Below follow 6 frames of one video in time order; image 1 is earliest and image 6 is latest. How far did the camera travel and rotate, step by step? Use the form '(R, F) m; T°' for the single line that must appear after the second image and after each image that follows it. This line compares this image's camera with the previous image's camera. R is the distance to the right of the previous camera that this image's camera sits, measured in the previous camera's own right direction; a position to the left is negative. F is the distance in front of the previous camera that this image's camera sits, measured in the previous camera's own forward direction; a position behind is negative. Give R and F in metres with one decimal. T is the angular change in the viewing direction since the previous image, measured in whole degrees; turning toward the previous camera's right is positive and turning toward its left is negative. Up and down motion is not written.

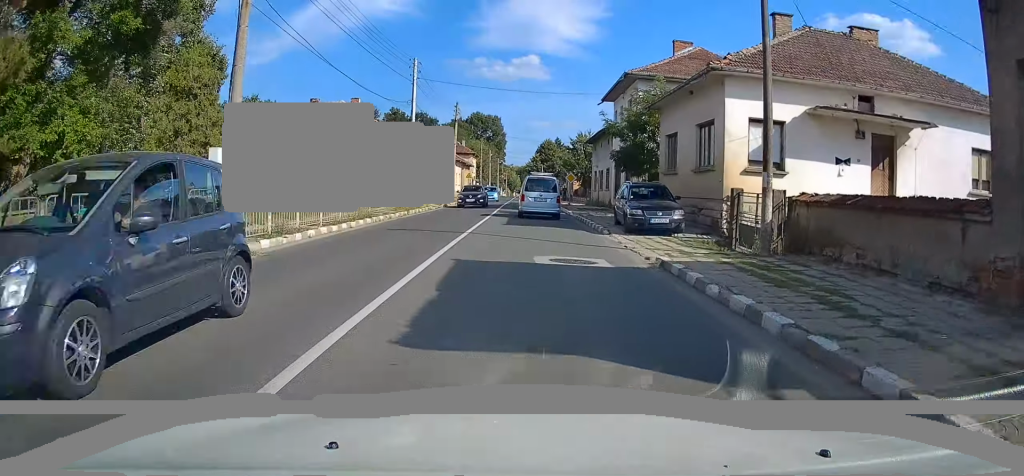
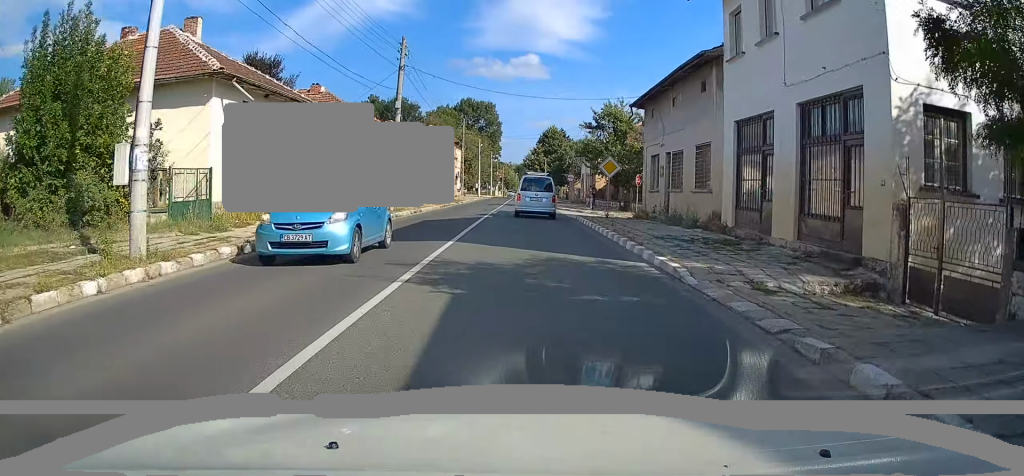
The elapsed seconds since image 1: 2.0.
(+0.3, +24.3) m; +1°
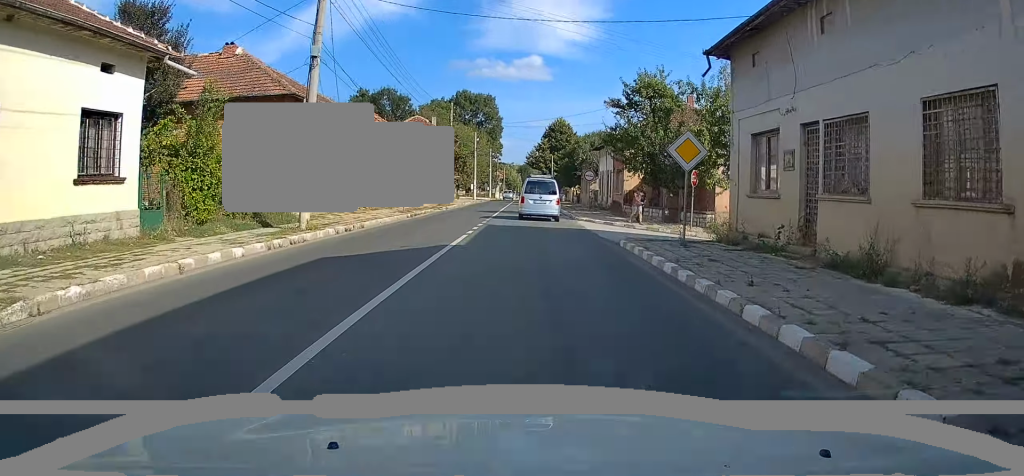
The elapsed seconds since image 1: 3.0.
(0.0, +13.0) m; 0°
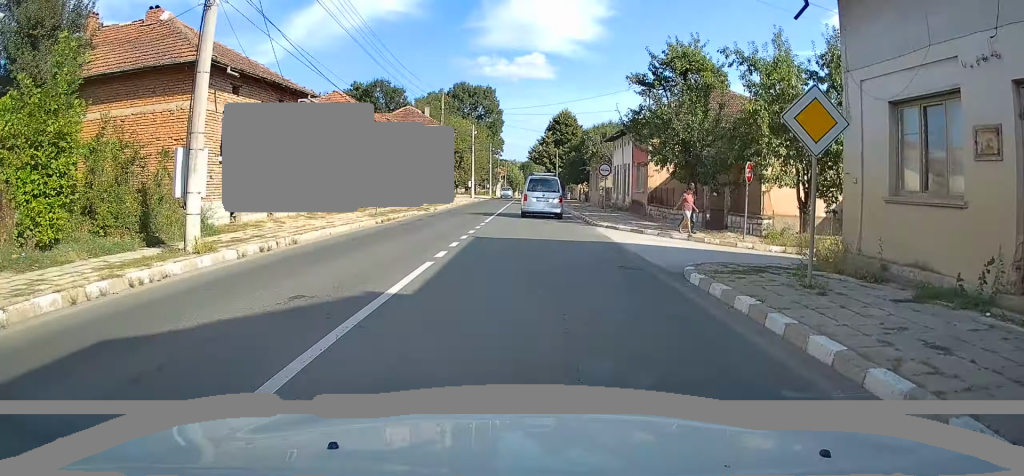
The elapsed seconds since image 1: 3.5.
(0.0, +6.7) m; 0°
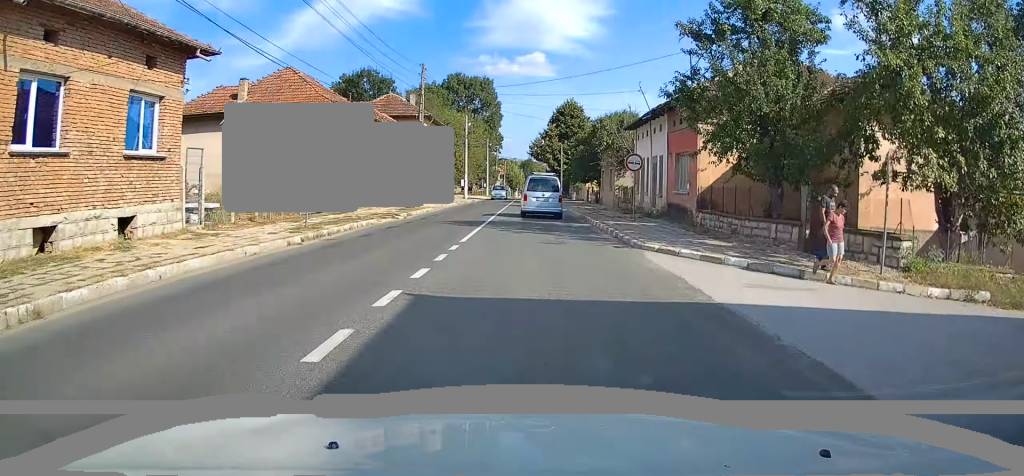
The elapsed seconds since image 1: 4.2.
(0.0, +8.8) m; 0°
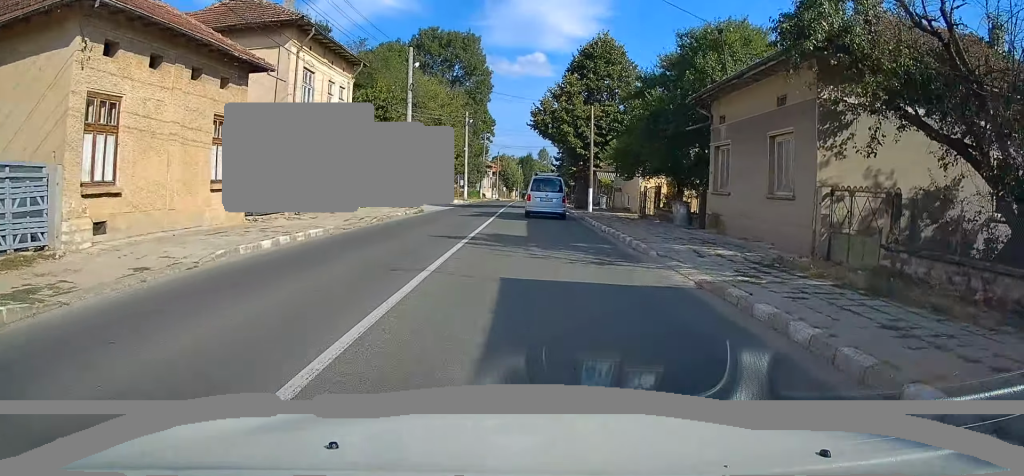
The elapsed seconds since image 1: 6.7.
(0.0, +31.1) m; 0°
